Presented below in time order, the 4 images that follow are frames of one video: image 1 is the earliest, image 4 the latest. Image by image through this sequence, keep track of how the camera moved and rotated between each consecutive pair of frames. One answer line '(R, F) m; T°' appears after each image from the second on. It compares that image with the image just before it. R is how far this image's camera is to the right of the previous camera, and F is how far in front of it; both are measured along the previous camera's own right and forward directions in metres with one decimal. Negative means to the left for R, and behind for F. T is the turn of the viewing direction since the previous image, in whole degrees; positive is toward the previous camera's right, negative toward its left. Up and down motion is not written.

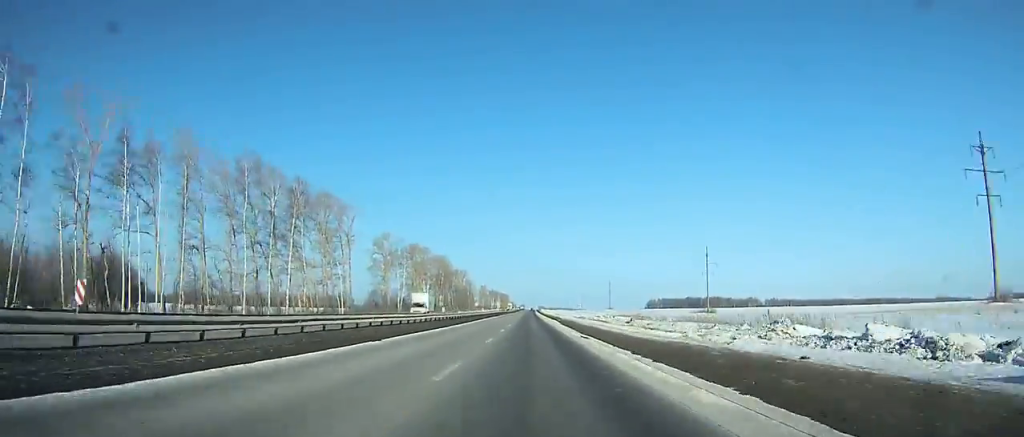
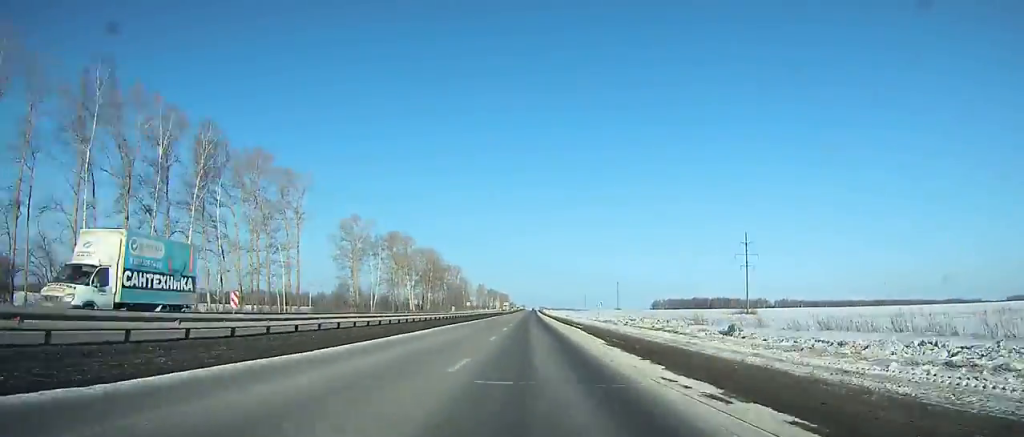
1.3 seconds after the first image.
(-0.1, +35.2) m; 0°
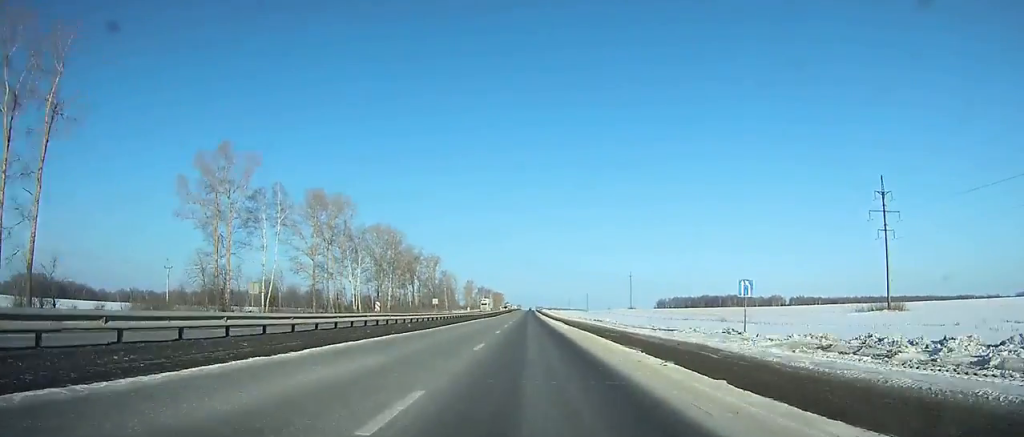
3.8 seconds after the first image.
(+0.3, +67.0) m; 0°
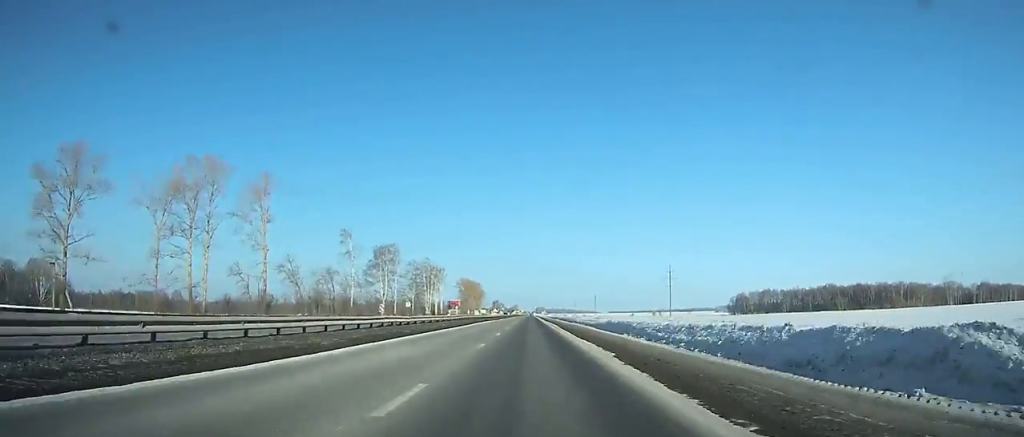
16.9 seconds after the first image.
(+2.8, +357.2) m; 0°
